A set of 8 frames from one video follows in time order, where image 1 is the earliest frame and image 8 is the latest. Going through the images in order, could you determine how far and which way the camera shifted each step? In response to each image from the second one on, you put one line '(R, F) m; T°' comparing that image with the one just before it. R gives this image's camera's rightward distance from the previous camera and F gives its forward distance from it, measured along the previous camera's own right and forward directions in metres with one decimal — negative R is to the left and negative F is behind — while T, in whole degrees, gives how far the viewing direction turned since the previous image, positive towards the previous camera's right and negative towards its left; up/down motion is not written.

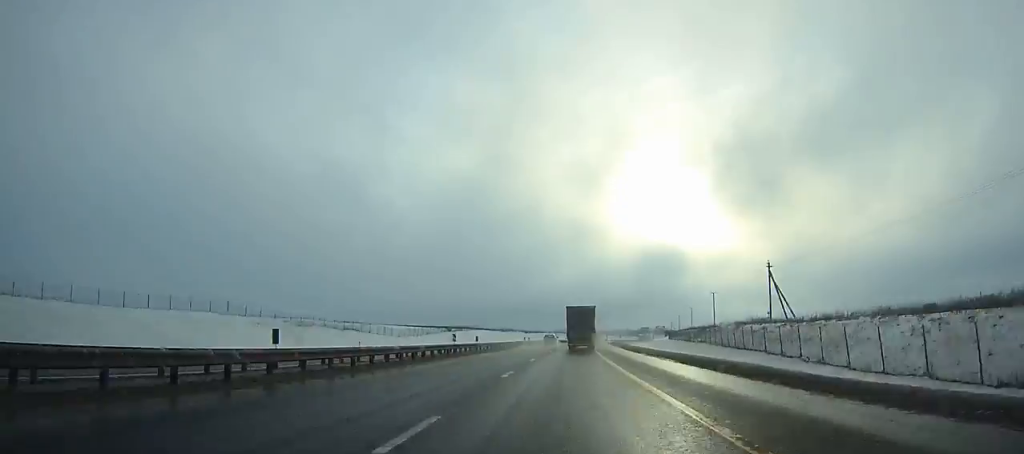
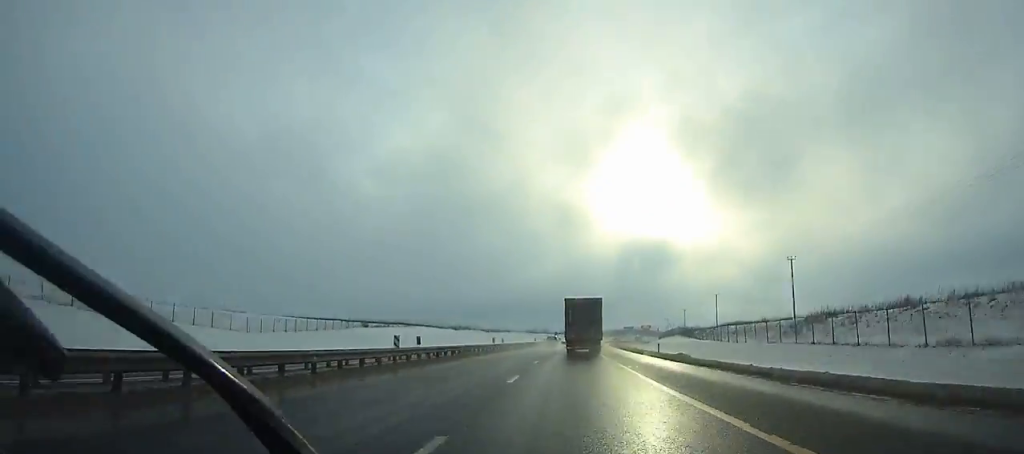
(+0.7, +61.2) m; +2°
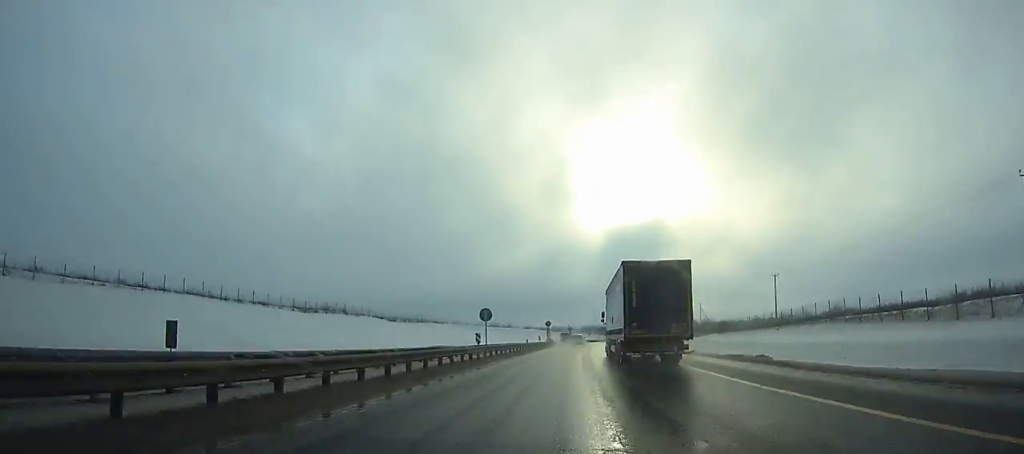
(+3.8, +105.4) m; +5°
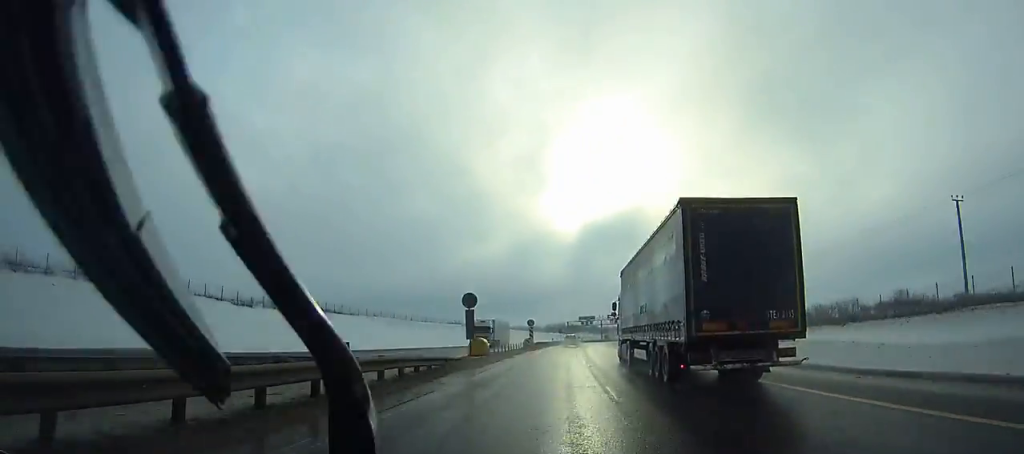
(+1.0, +56.1) m; +3°
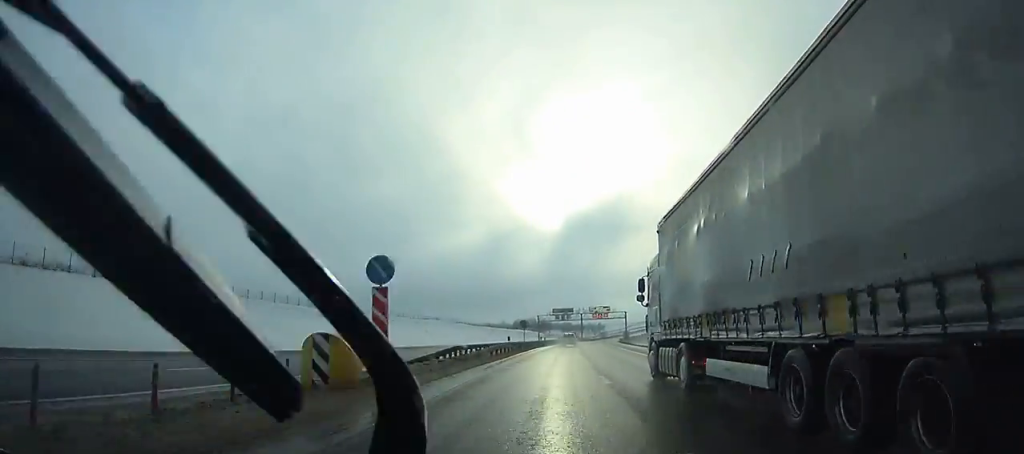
(+1.8, +56.7) m; +3°
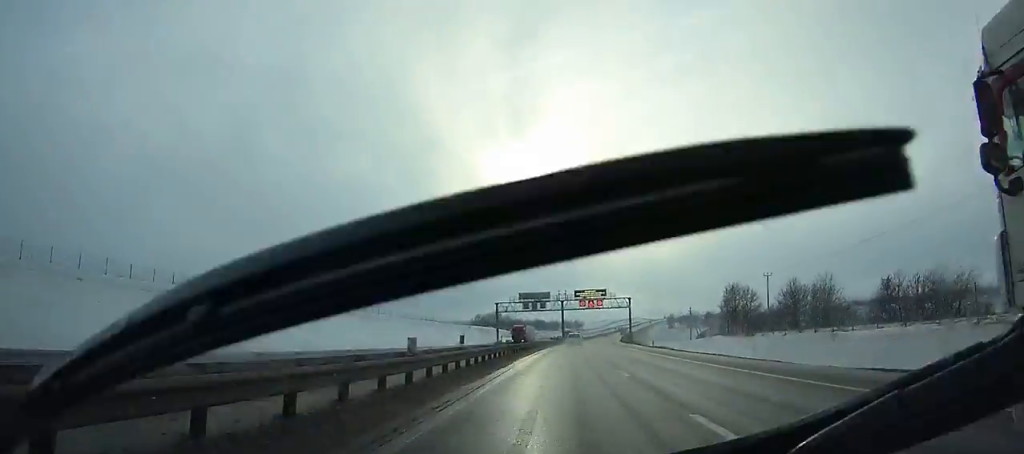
(+1.9, +69.0) m; +3°
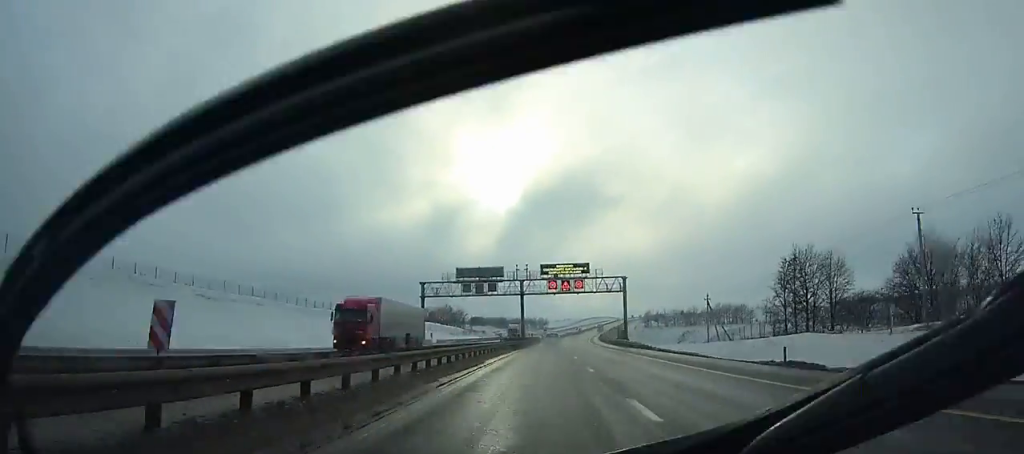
(+1.0, +45.3) m; +2°
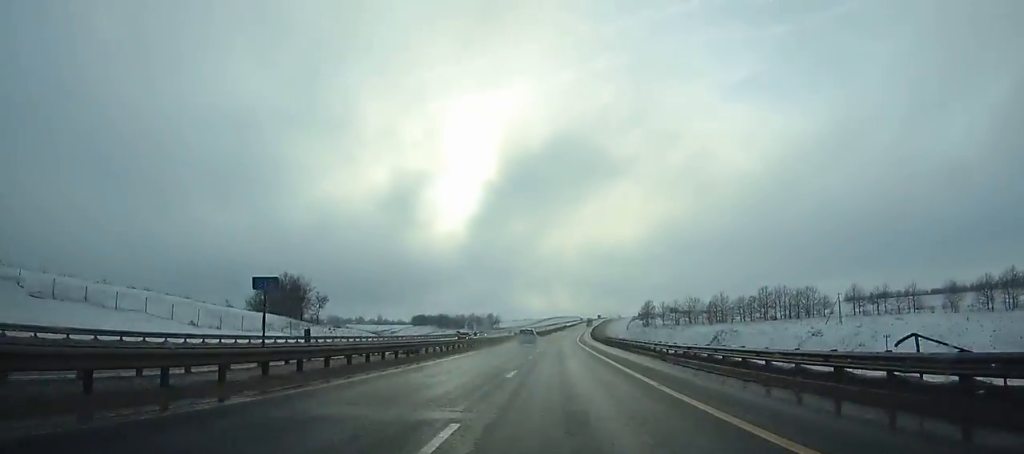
(+4.4, +121.3) m; +4°
